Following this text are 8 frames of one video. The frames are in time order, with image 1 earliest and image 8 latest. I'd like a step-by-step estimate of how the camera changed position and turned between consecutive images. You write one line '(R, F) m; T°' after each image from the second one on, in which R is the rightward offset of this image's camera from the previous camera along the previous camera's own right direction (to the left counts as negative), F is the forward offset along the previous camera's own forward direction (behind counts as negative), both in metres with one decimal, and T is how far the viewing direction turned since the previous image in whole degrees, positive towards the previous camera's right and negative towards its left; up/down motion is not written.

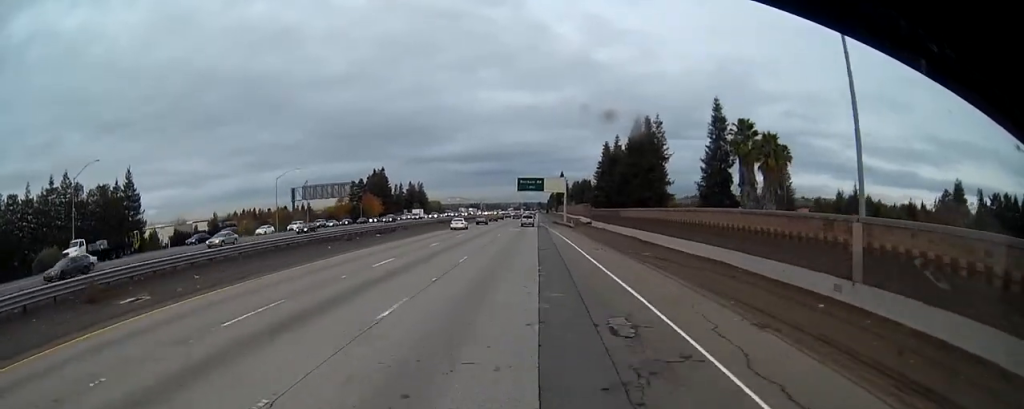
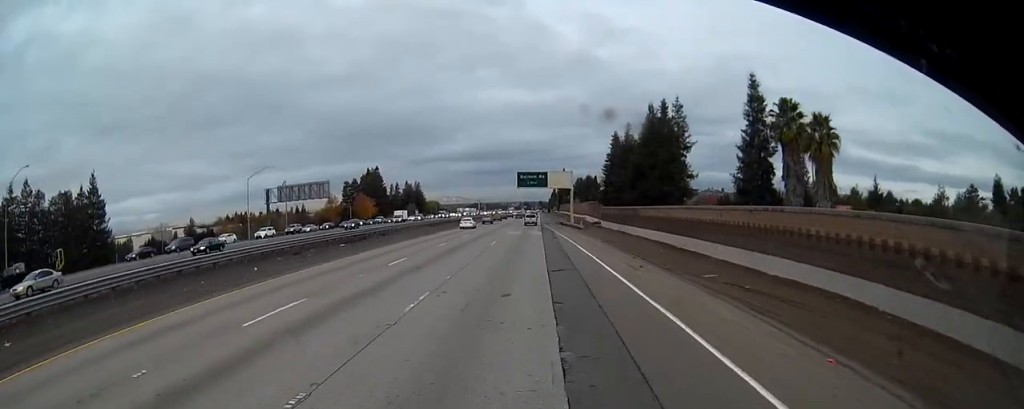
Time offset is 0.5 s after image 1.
(0.0, +13.4) m; 0°
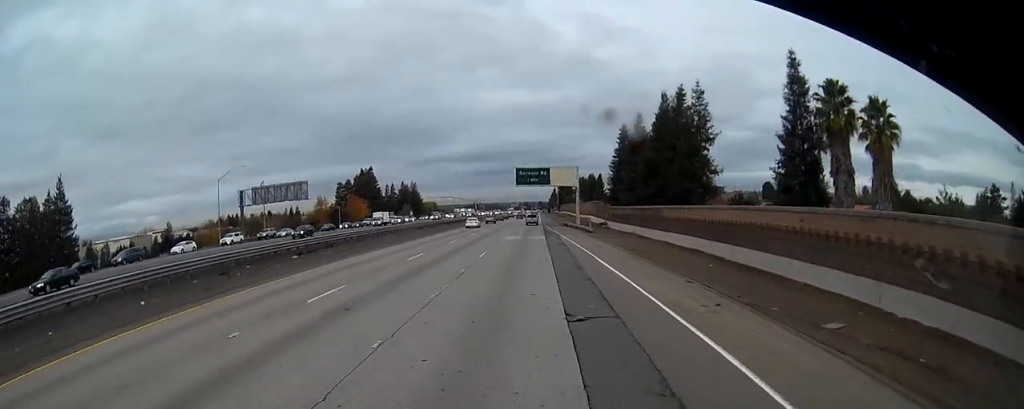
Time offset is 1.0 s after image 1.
(0.0, +10.9) m; 0°
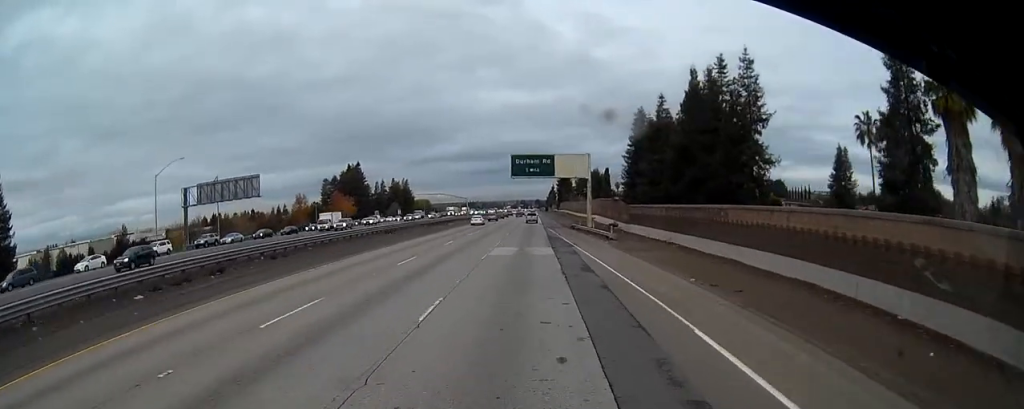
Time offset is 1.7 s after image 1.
(0.0, +17.7) m; +1°
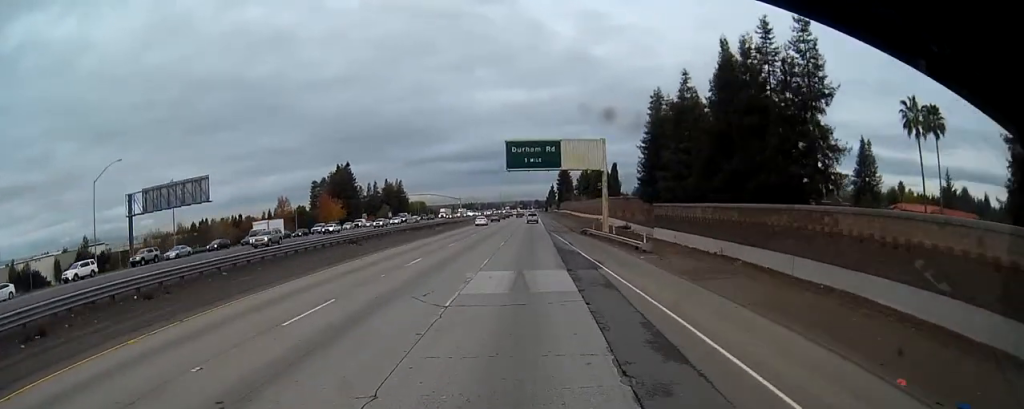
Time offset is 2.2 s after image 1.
(-0.1, +13.5) m; +1°
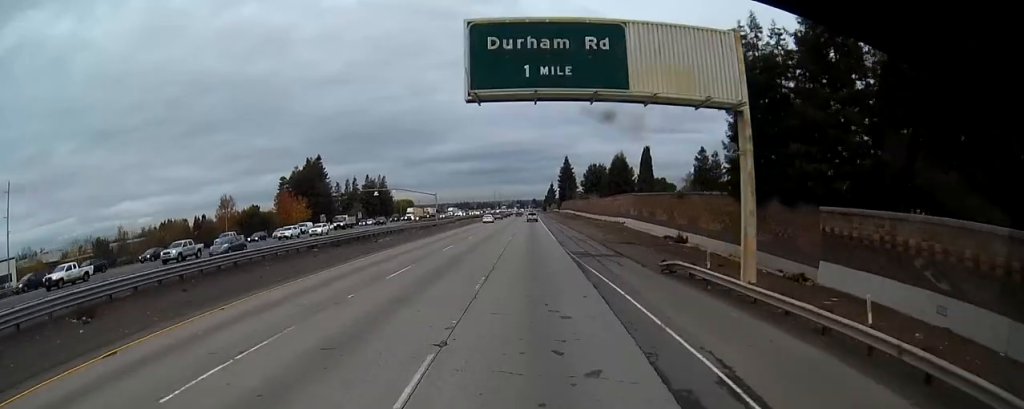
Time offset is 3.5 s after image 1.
(+0.4, +34.4) m; 0°
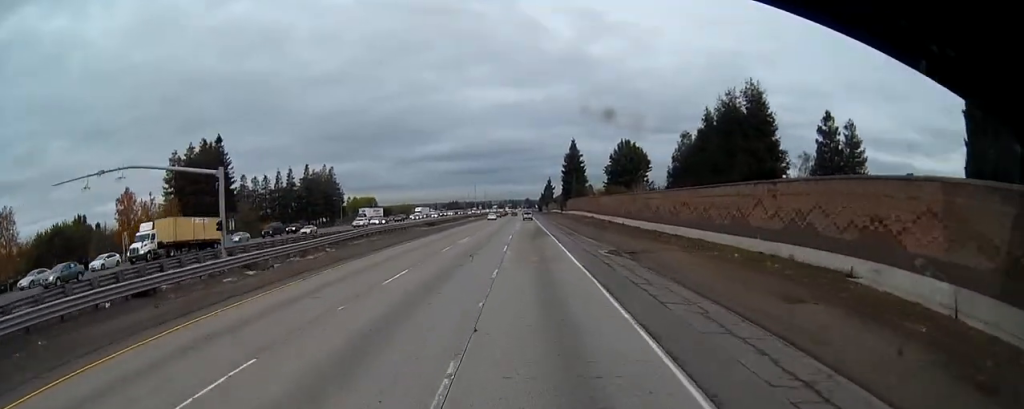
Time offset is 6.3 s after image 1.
(+0.2, +73.8) m; 0°
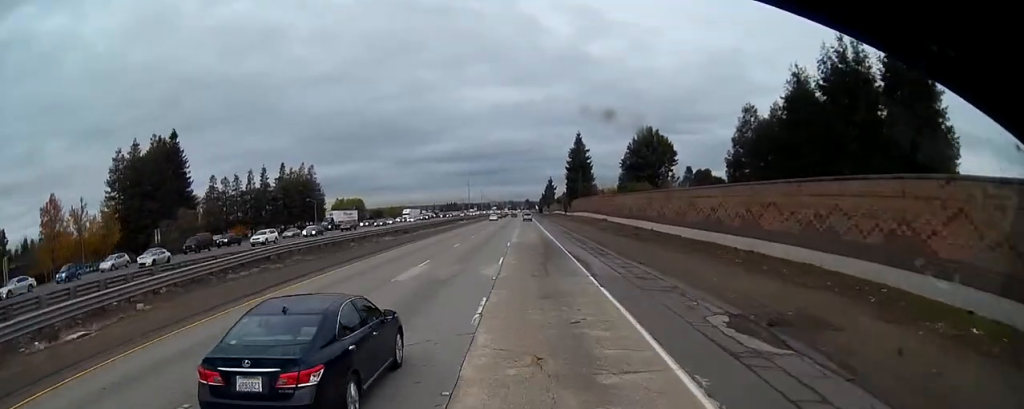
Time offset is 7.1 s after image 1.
(-0.6, +22.5) m; -1°
